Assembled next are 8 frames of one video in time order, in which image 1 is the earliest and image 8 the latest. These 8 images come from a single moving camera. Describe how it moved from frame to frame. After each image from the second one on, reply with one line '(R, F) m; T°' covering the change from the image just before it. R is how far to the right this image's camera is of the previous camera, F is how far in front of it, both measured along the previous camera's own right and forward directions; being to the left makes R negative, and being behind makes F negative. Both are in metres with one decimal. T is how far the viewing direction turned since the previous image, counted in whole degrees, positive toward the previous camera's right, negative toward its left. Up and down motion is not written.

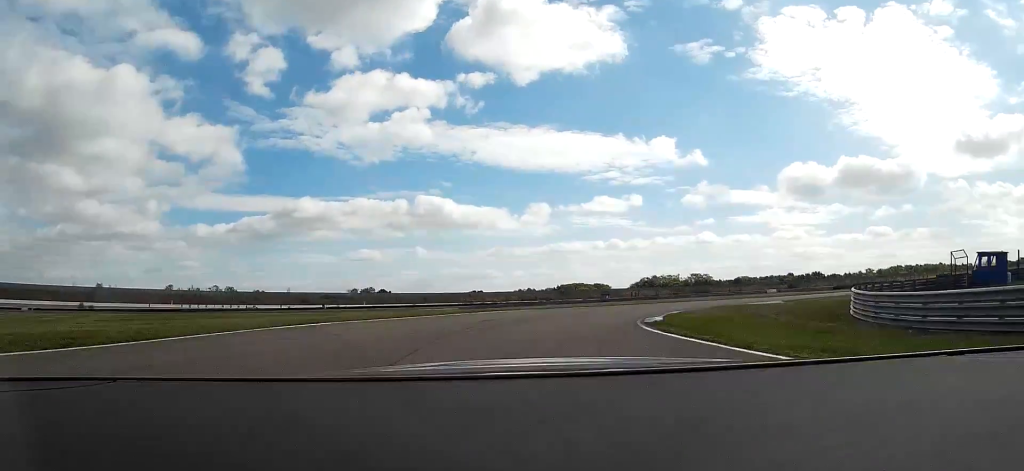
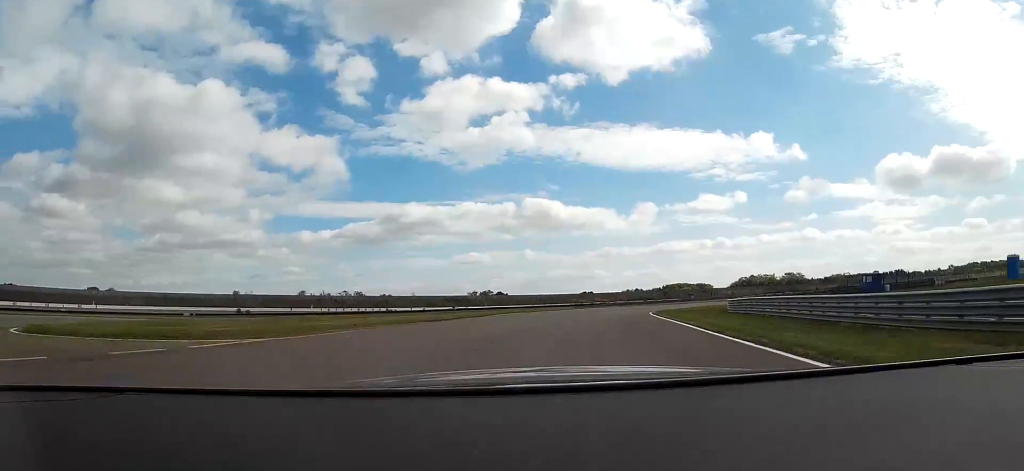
(-2.9, +32.9) m; -10°
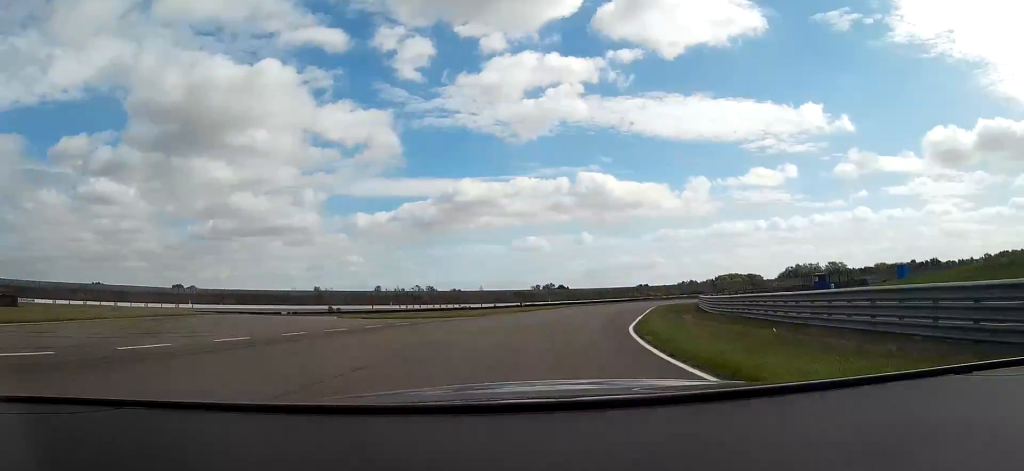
(-2.0, +29.3) m; -7°
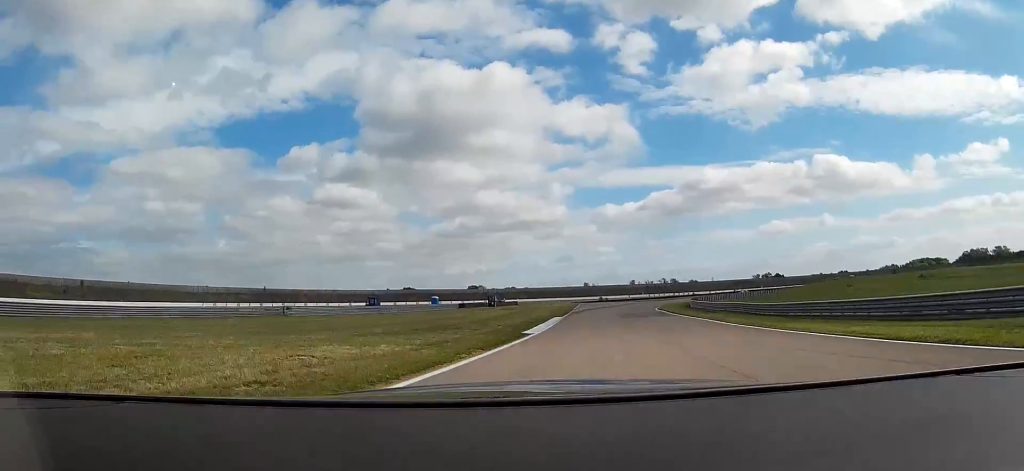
(-20.3, +102.1) m; -22°
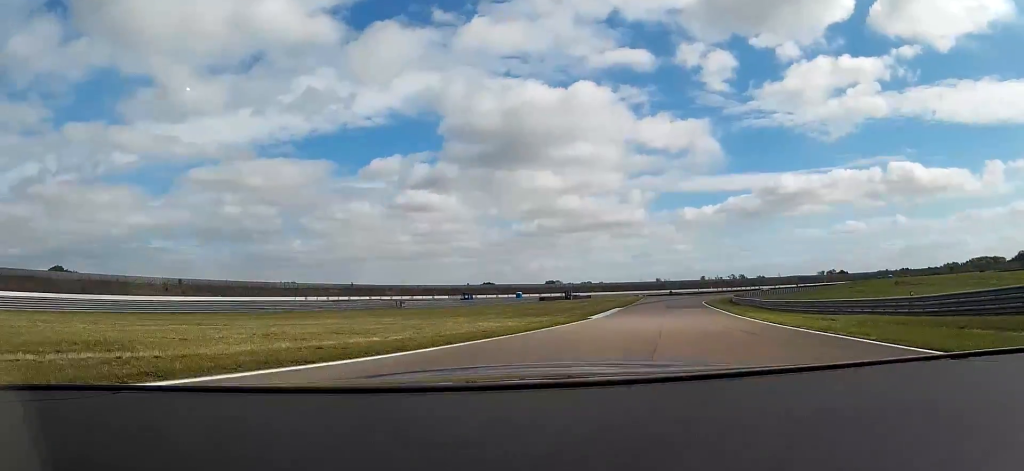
(-0.6, +18.0) m; -5°
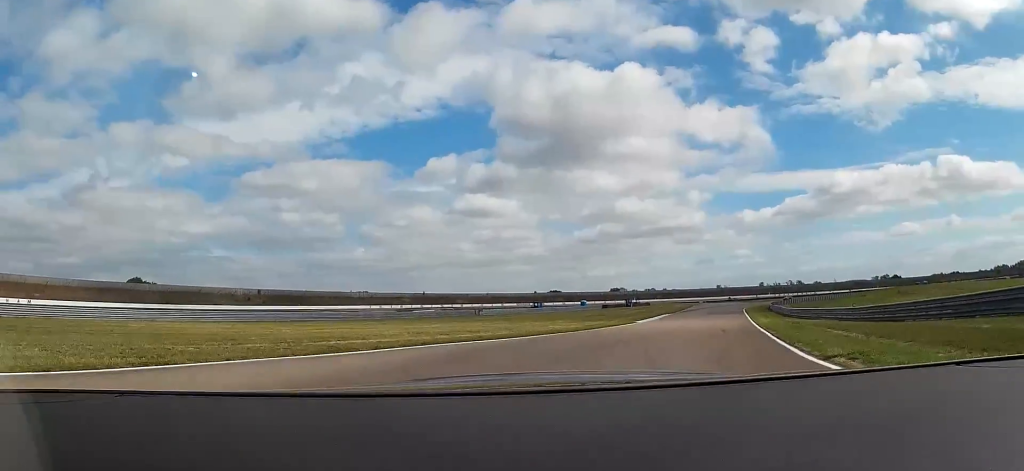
(-0.4, +13.9) m; -5°
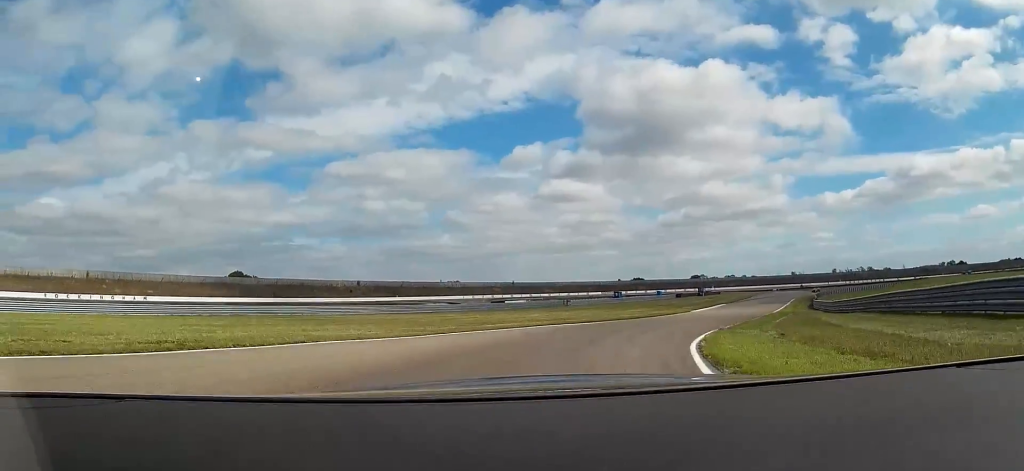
(-1.0, +18.4) m; -9°
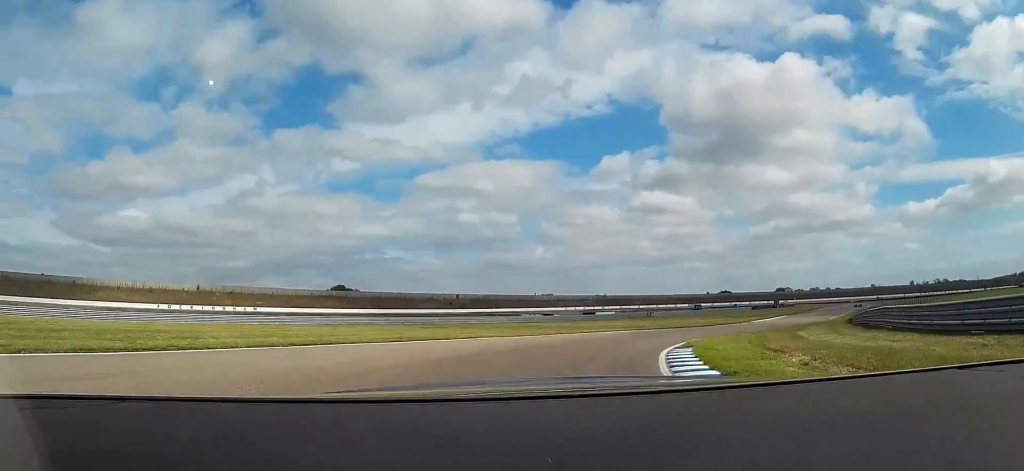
(-1.6, +14.3) m; -9°
